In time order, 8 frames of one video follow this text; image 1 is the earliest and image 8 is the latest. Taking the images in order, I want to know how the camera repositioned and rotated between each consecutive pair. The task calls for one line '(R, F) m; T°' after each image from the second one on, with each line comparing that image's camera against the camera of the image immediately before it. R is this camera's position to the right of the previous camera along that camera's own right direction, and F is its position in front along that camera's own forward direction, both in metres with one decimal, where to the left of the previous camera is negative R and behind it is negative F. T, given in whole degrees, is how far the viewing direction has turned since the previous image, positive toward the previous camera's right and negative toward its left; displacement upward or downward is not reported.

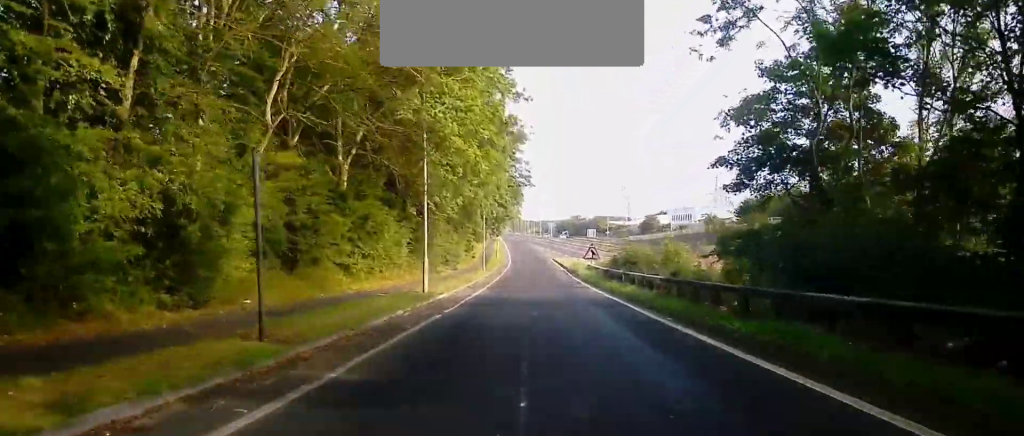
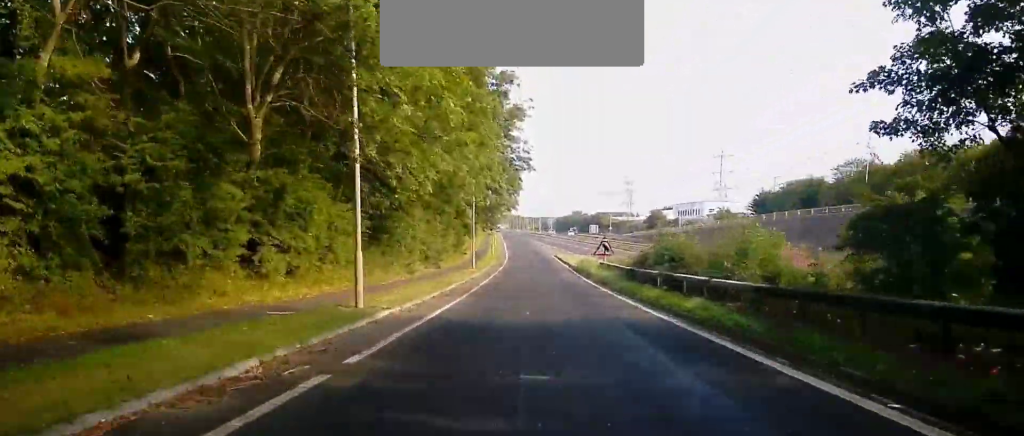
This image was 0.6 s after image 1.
(+0.1, +10.2) m; +1°
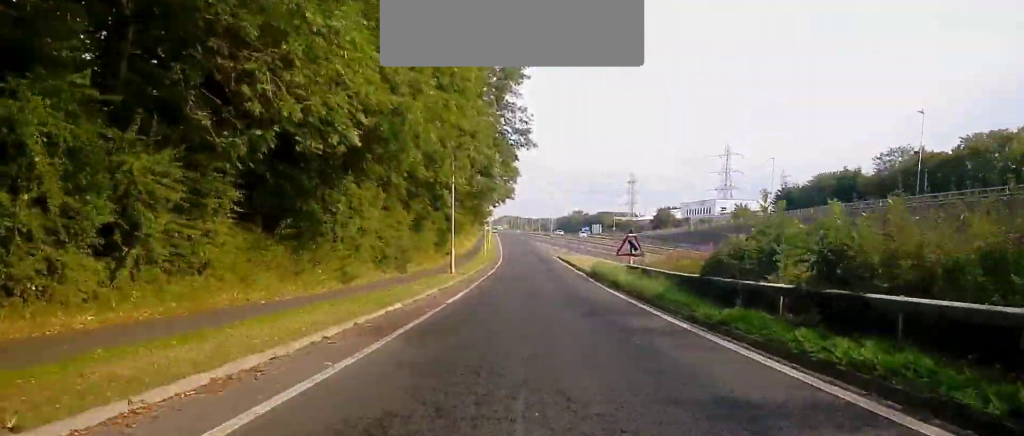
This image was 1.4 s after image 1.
(0.0, +12.5) m; 0°
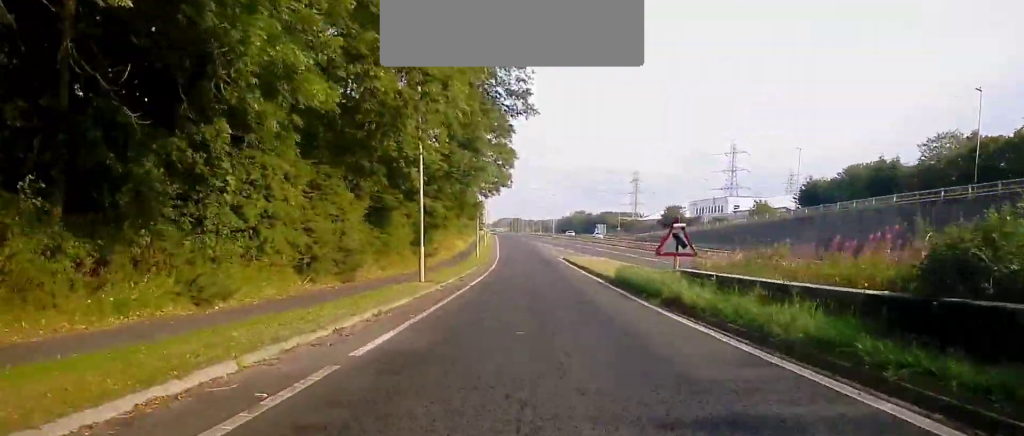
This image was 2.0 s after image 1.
(0.0, +11.0) m; -1°
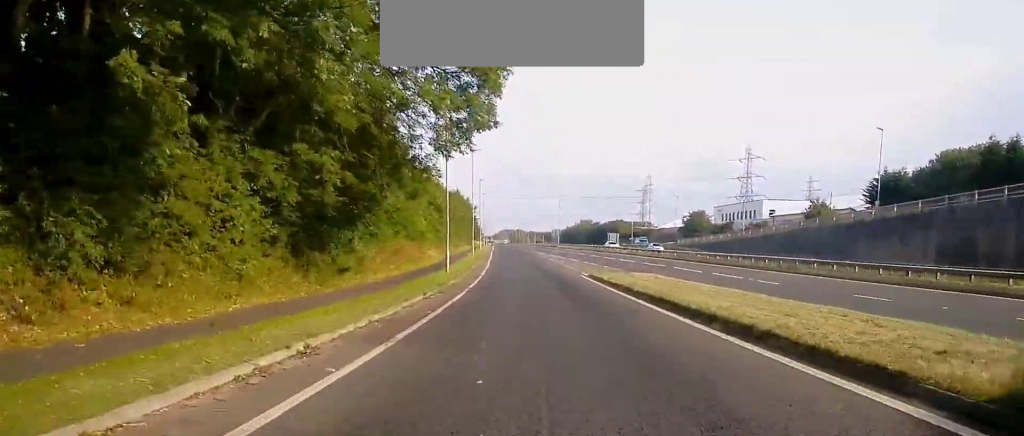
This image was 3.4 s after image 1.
(-0.3, +24.6) m; 0°
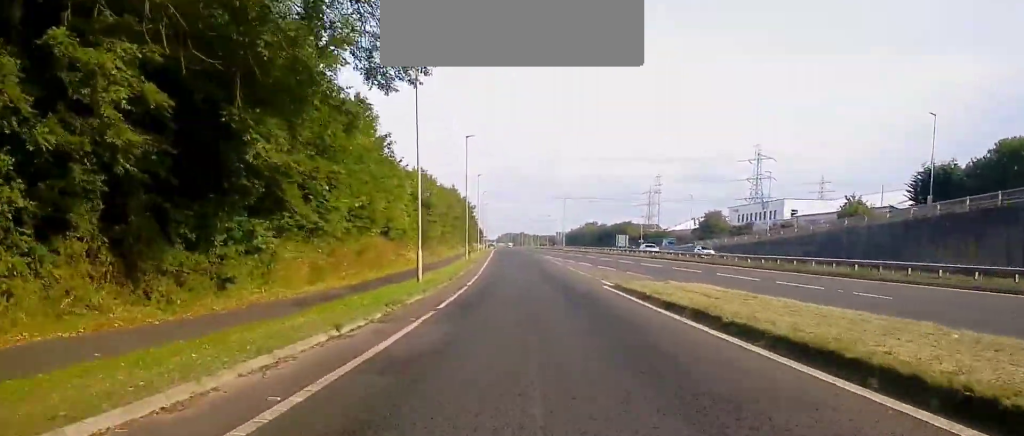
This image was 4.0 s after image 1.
(+0.2, +10.6) m; 0°
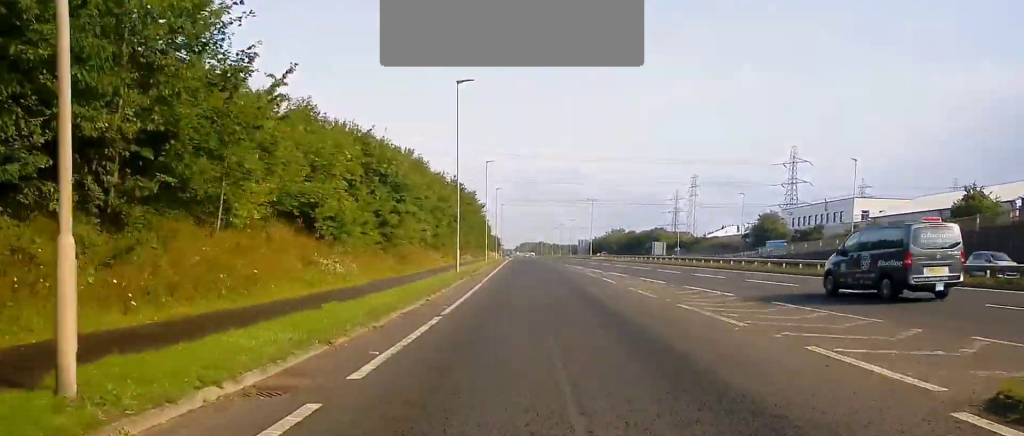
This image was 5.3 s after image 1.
(-0.2, +22.3) m; -2°
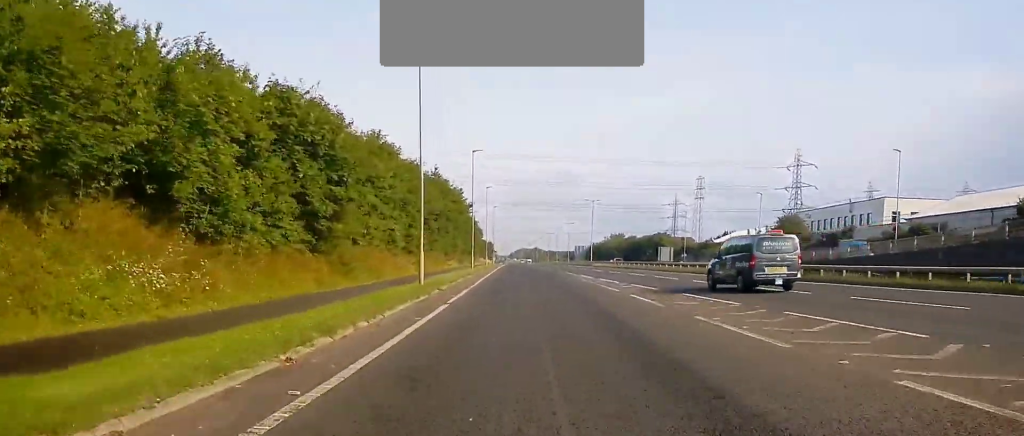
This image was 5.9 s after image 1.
(-0.2, +12.0) m; 0°
